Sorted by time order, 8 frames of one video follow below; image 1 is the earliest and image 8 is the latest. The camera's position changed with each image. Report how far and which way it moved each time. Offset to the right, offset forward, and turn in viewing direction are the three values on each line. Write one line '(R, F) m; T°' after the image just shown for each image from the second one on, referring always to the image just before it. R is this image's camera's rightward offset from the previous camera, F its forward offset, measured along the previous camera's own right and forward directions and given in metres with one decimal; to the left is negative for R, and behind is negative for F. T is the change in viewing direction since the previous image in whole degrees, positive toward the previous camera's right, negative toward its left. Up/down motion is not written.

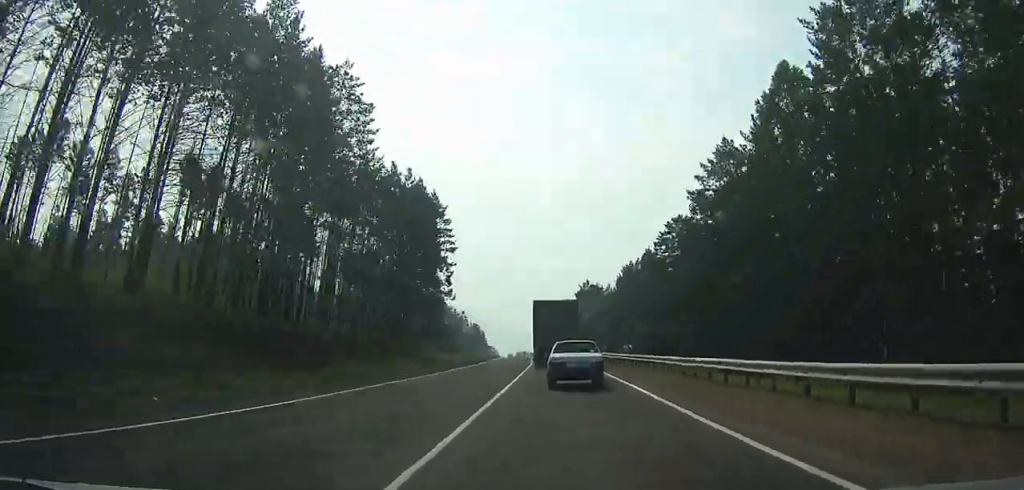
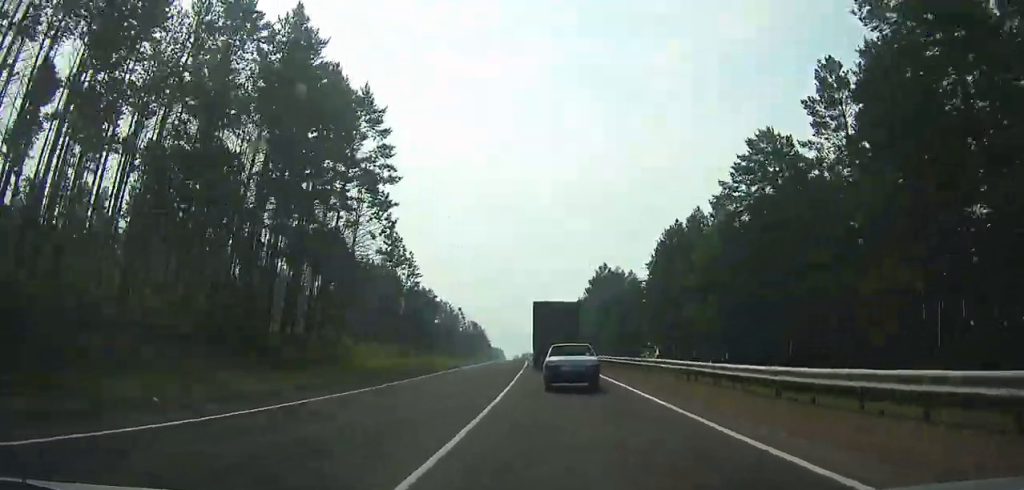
(-2.1, +26.9) m; -3°
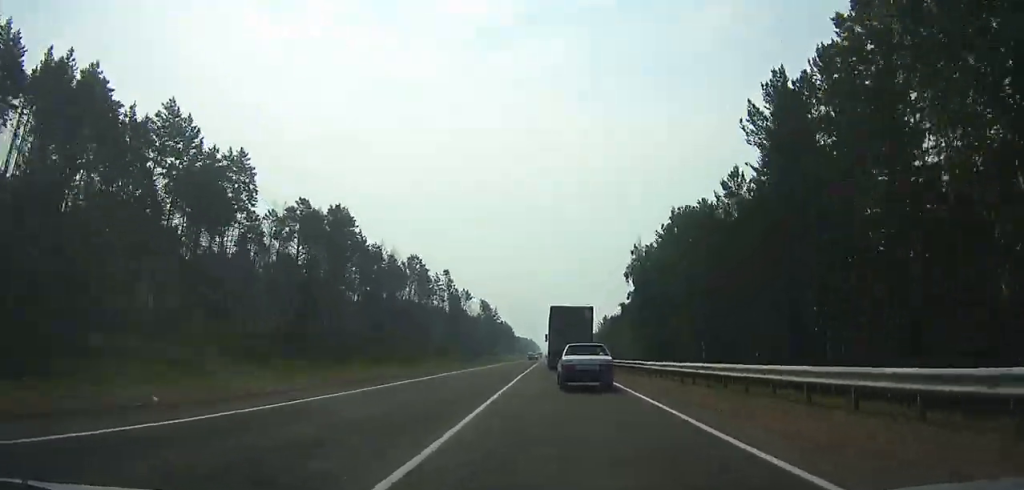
(-0.3, +92.2) m; +3°
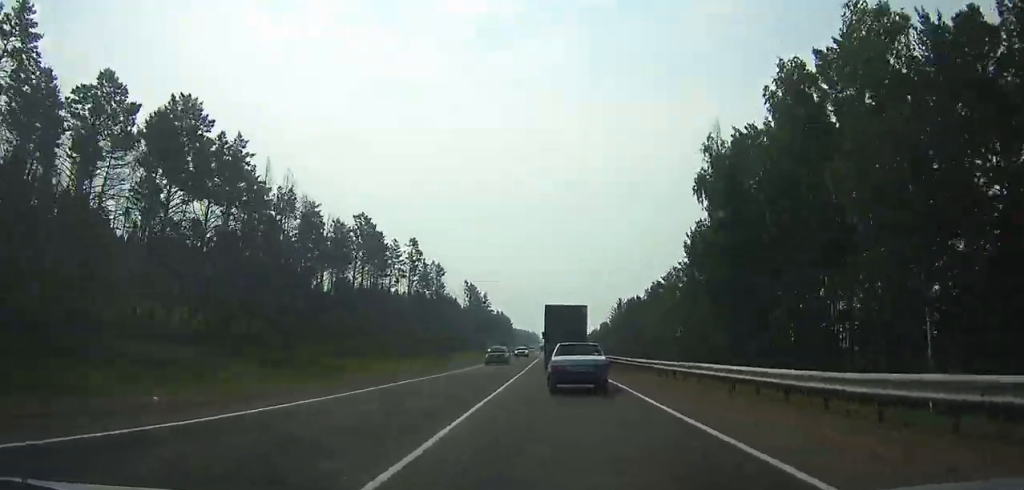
(-0.5, +35.3) m; 0°
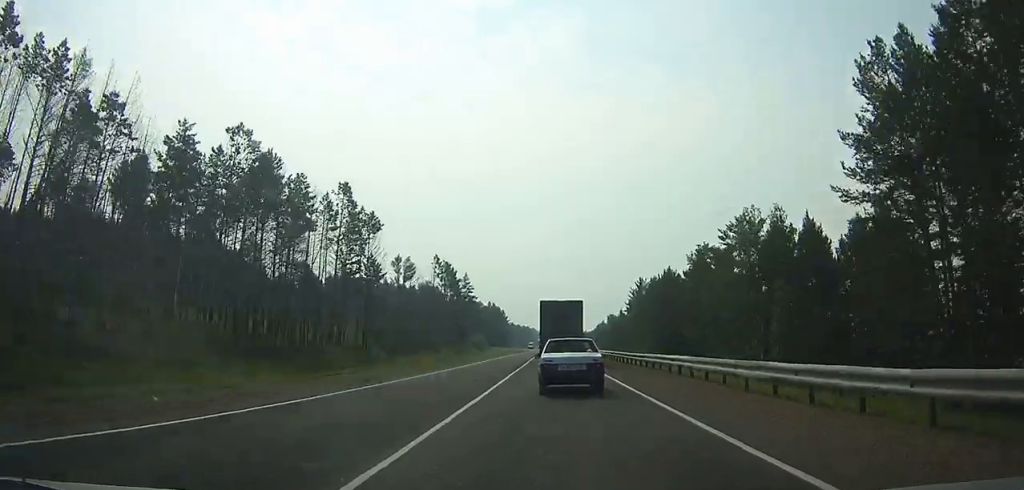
(-0.2, +35.2) m; 0°
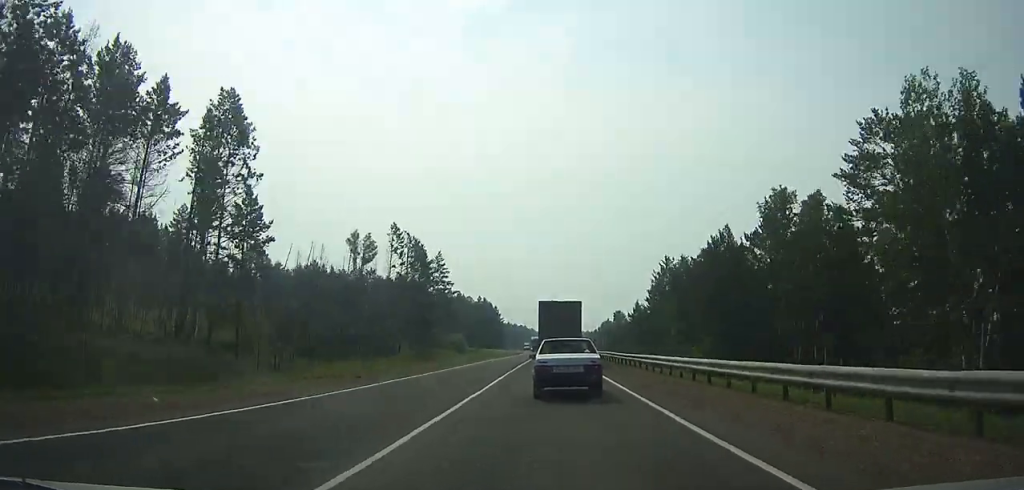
(0.0, +27.2) m; 0°
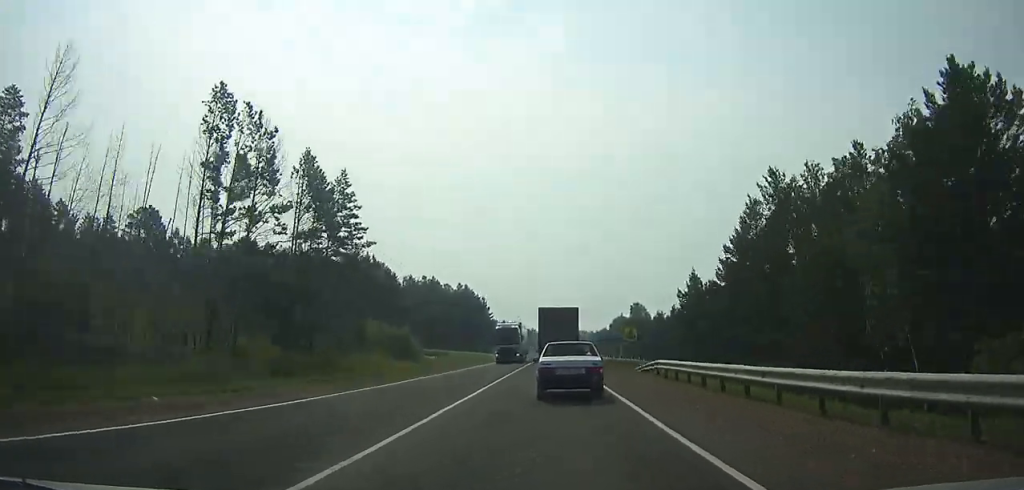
(0.0, +44.0) m; 0°
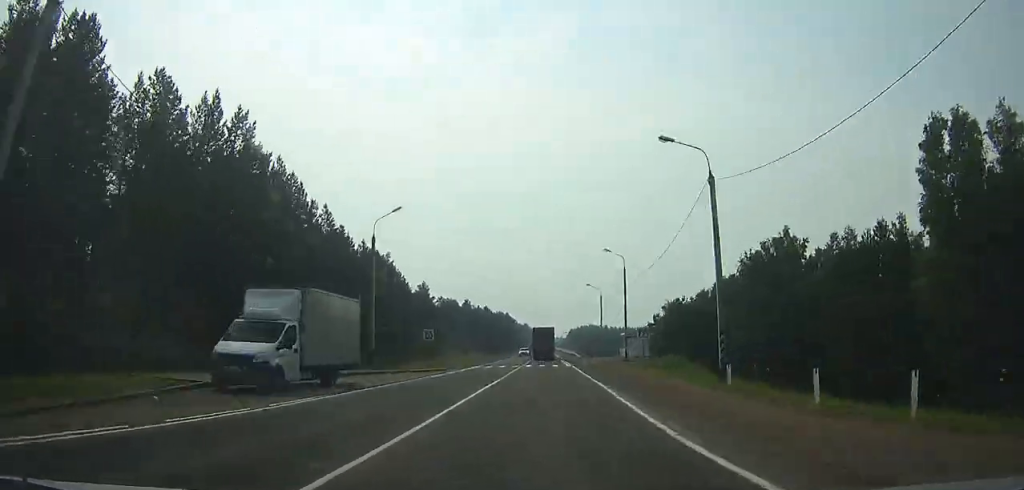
(-0.3, +155.7) m; -1°
